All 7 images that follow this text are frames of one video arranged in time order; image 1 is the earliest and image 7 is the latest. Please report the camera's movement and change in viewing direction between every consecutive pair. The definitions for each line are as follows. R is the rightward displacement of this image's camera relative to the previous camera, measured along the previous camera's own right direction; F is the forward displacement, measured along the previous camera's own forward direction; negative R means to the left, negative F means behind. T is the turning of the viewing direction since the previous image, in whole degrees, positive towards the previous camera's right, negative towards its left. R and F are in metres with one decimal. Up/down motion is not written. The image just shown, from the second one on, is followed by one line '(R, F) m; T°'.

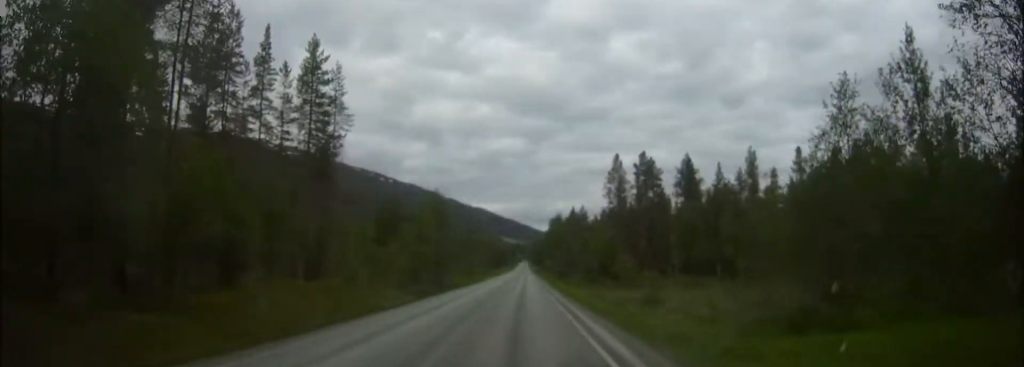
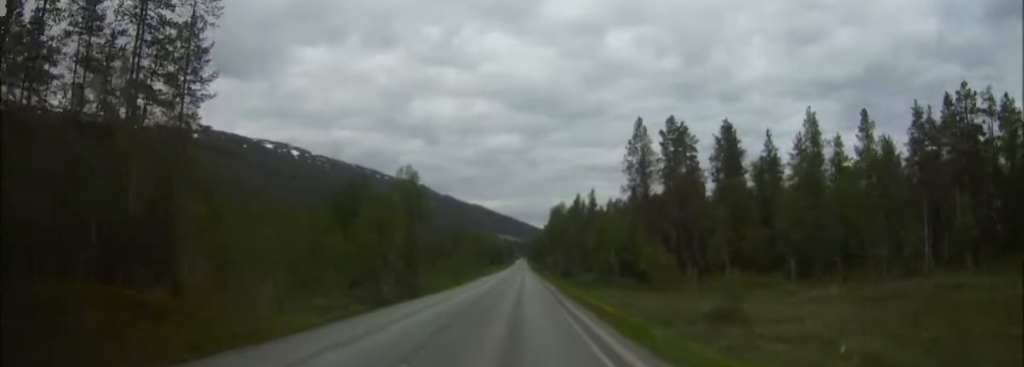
(0.0, +21.4) m; 0°
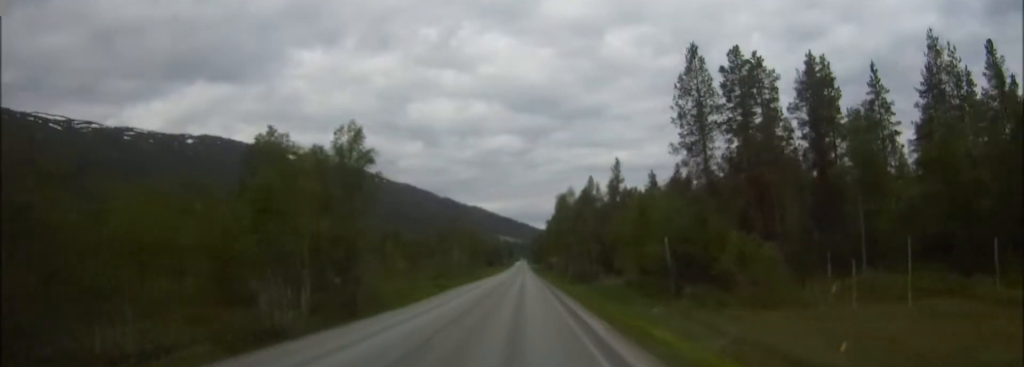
(0.0, +25.5) m; 0°
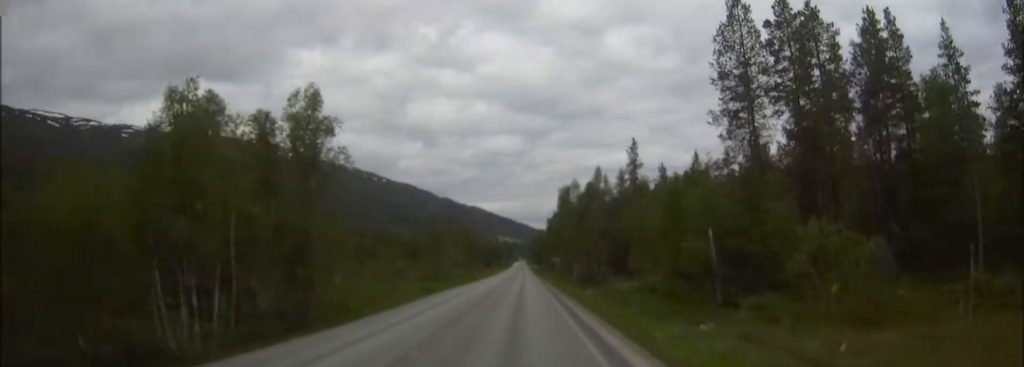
(0.0, +10.8) m; 0°
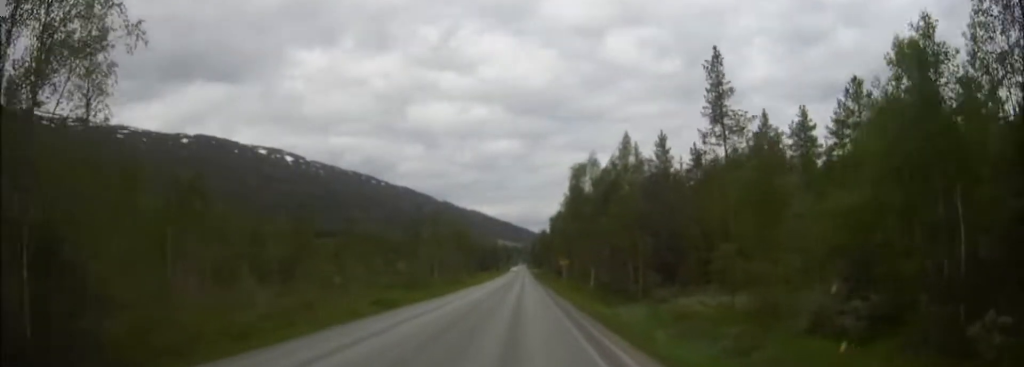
(0.0, +25.7) m; 0°
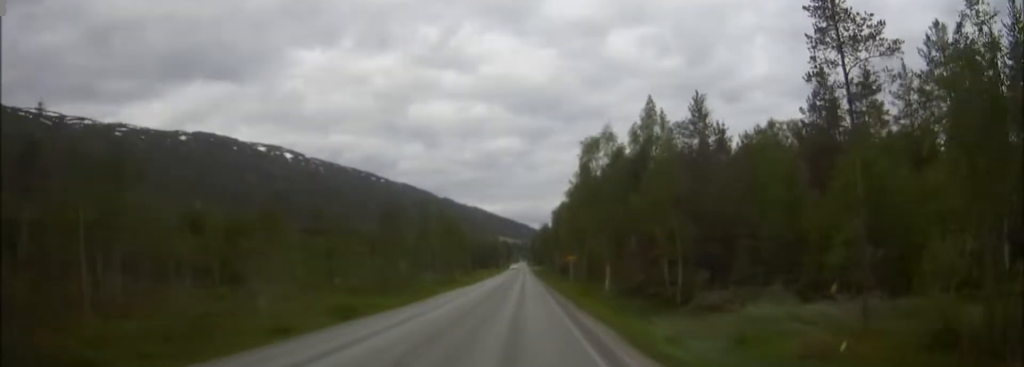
(0.0, +12.9) m; 0°
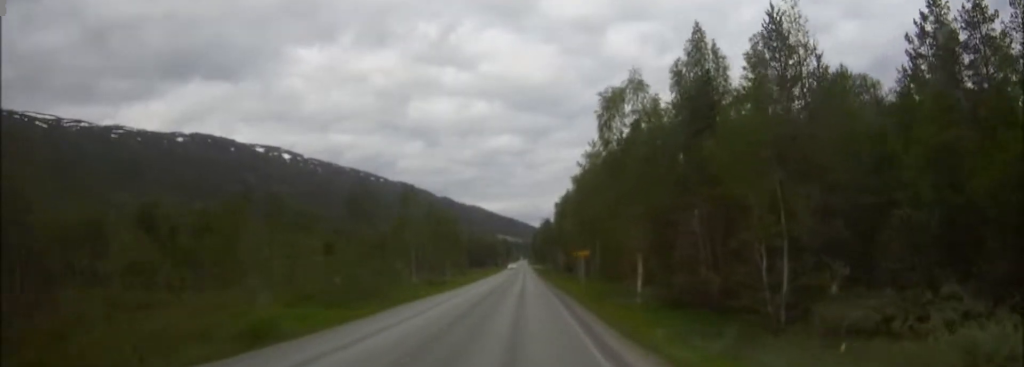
(0.0, +16.3) m; 0°
